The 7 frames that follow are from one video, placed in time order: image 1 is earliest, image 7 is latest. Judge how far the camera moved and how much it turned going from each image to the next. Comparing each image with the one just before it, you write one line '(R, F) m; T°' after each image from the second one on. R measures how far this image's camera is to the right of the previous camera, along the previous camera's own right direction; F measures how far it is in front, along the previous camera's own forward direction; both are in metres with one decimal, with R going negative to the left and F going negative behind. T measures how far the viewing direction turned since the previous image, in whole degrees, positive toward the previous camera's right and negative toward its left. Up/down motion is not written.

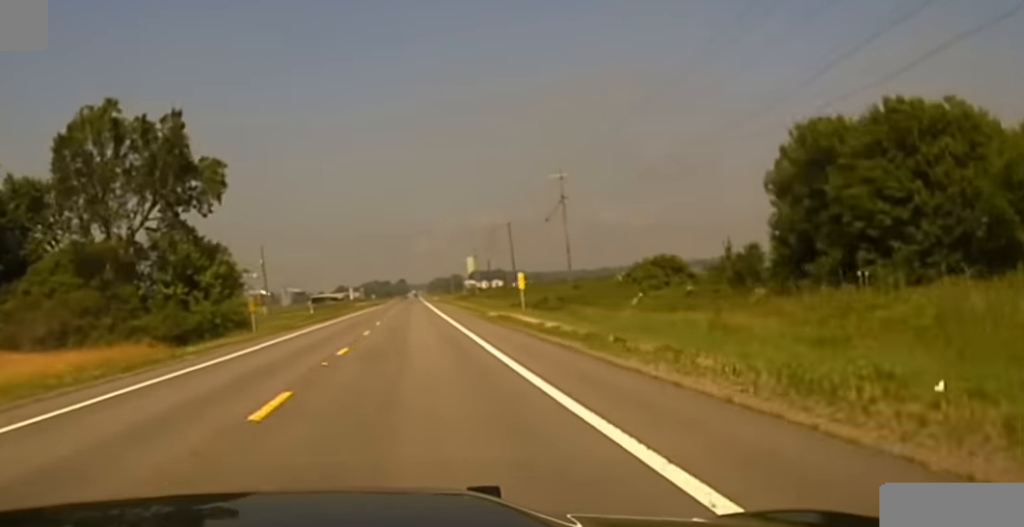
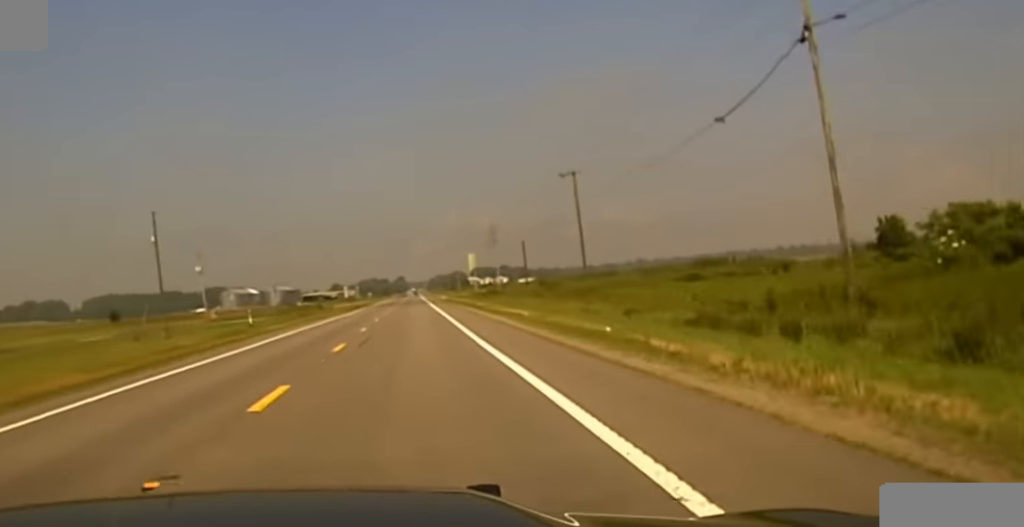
(+0.1, +58.8) m; 0°
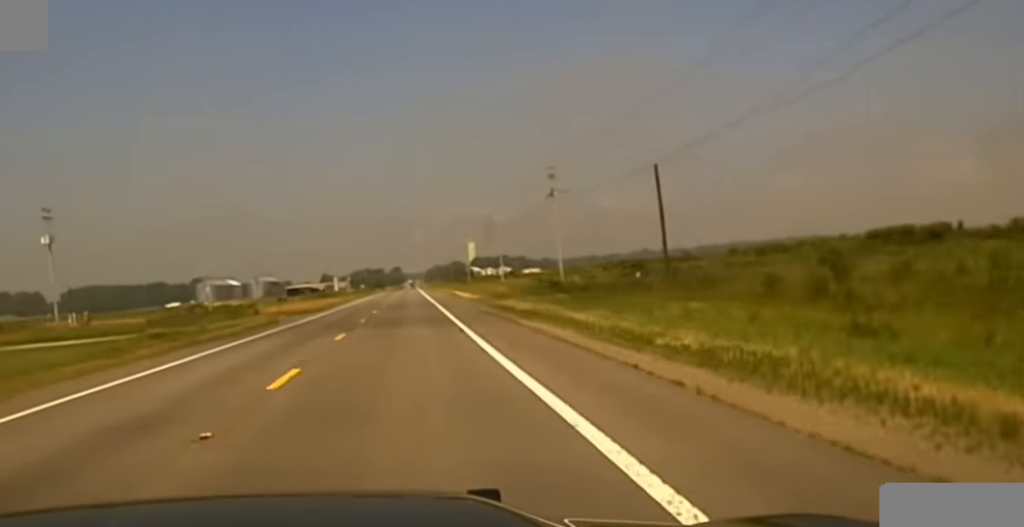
(-0.1, +64.5) m; 0°
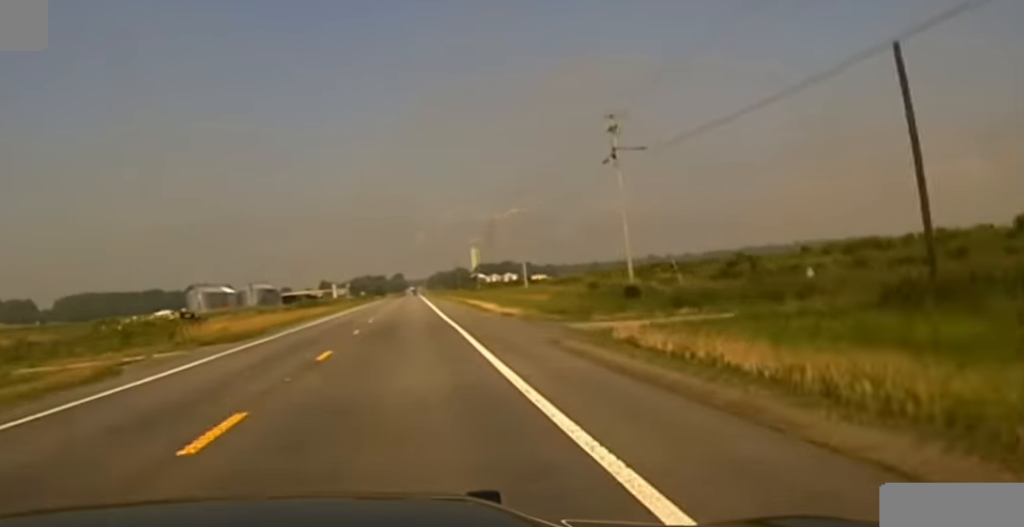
(0.0, +25.6) m; 0°
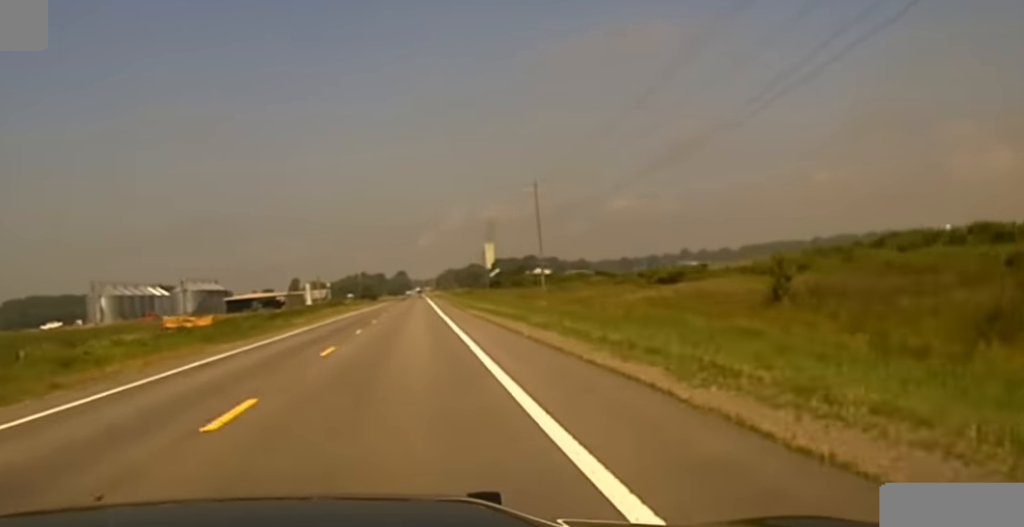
(+0.5, +203.7) m; 0°
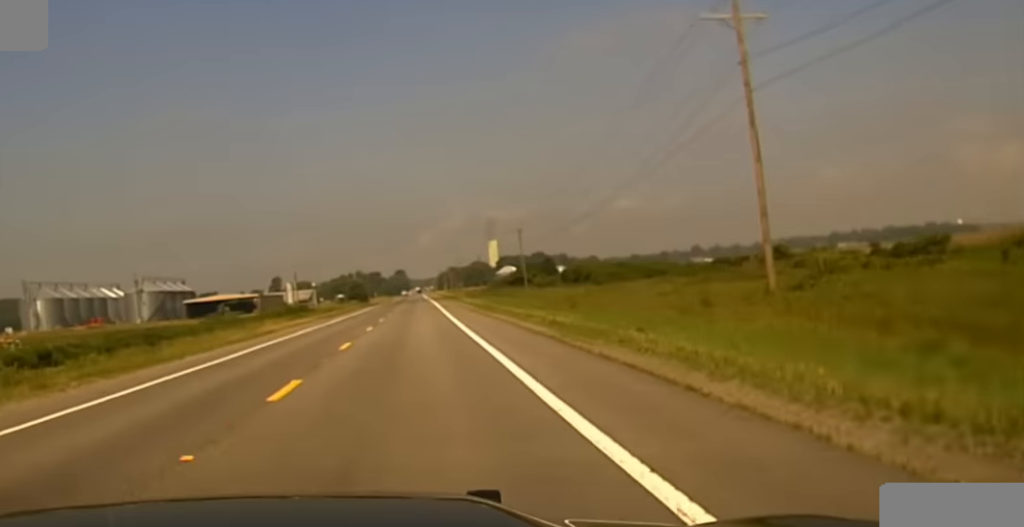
(+0.1, +81.1) m; 0°
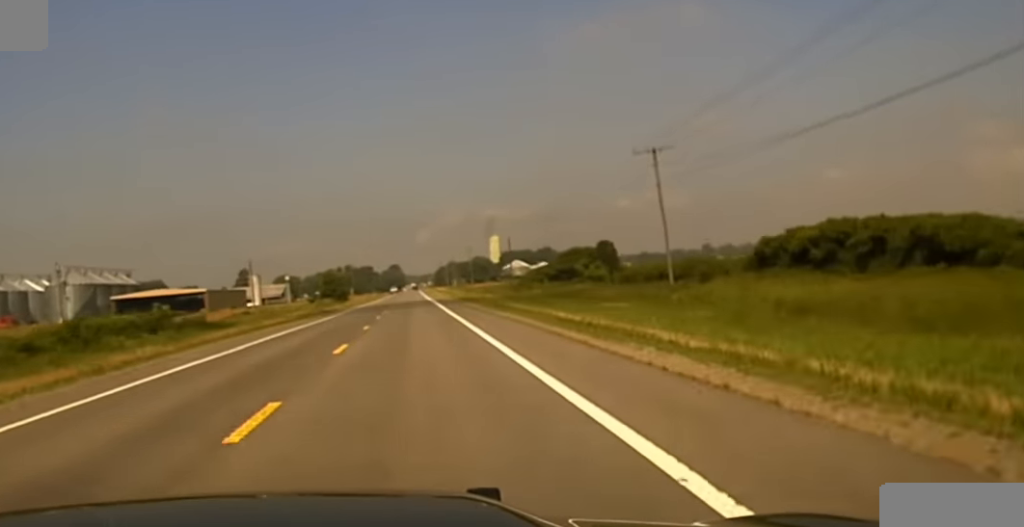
(+0.2, +80.4) m; 0°
